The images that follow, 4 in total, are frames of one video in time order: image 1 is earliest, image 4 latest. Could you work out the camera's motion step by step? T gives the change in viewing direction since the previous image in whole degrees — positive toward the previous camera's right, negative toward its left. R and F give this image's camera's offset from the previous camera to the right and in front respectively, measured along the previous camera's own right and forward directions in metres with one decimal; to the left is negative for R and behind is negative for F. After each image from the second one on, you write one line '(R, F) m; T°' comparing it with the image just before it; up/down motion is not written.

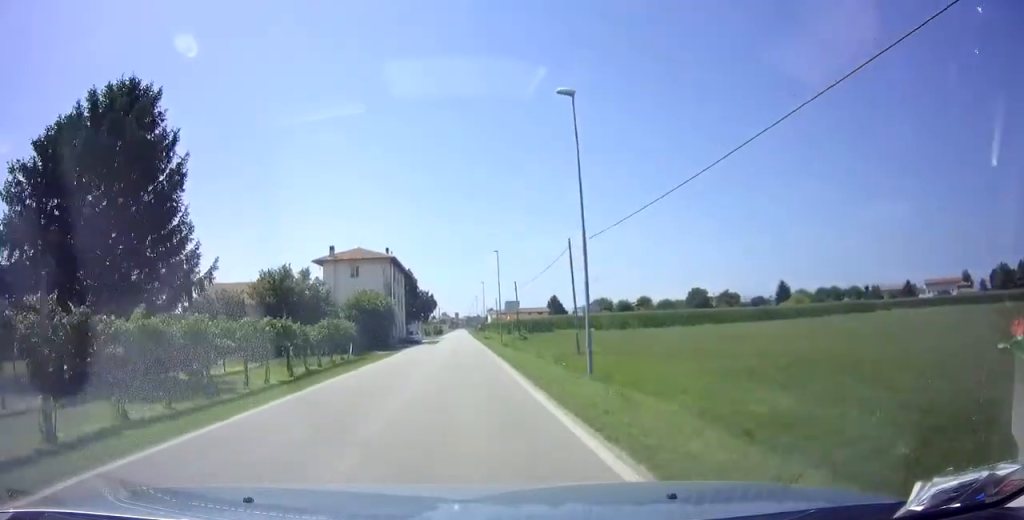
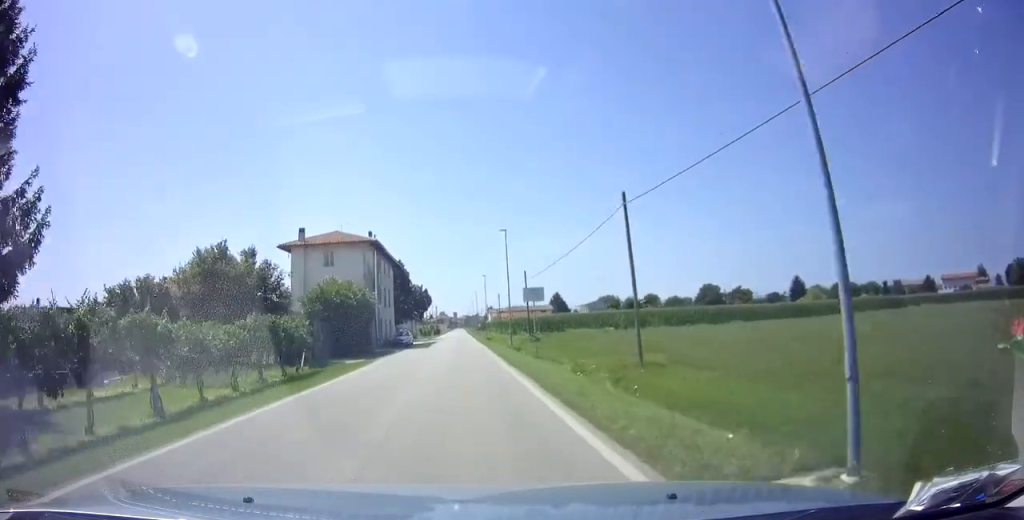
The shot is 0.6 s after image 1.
(0.0, +9.8) m; 0°
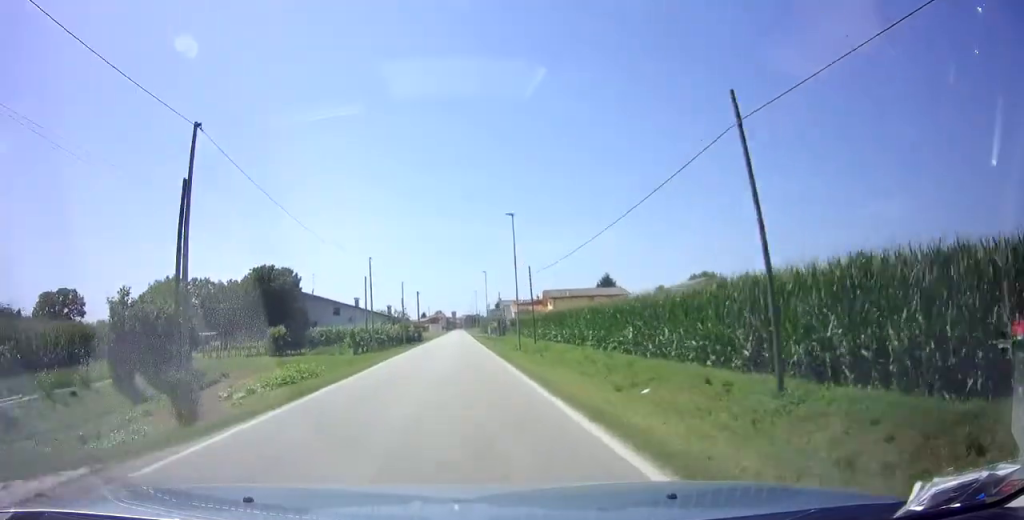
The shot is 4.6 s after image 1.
(+0.1, +70.2) m; -1°
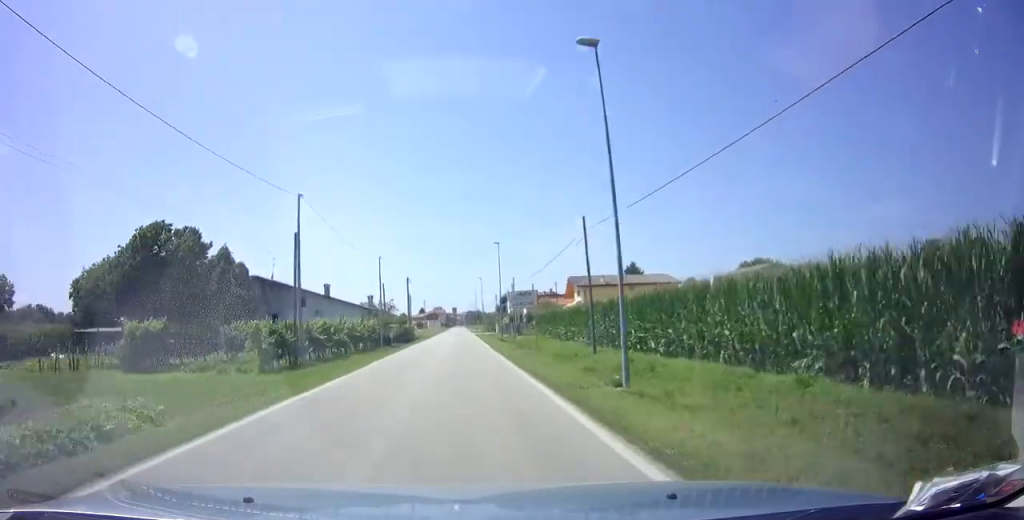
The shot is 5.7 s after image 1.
(+0.2, +20.1) m; +2°
